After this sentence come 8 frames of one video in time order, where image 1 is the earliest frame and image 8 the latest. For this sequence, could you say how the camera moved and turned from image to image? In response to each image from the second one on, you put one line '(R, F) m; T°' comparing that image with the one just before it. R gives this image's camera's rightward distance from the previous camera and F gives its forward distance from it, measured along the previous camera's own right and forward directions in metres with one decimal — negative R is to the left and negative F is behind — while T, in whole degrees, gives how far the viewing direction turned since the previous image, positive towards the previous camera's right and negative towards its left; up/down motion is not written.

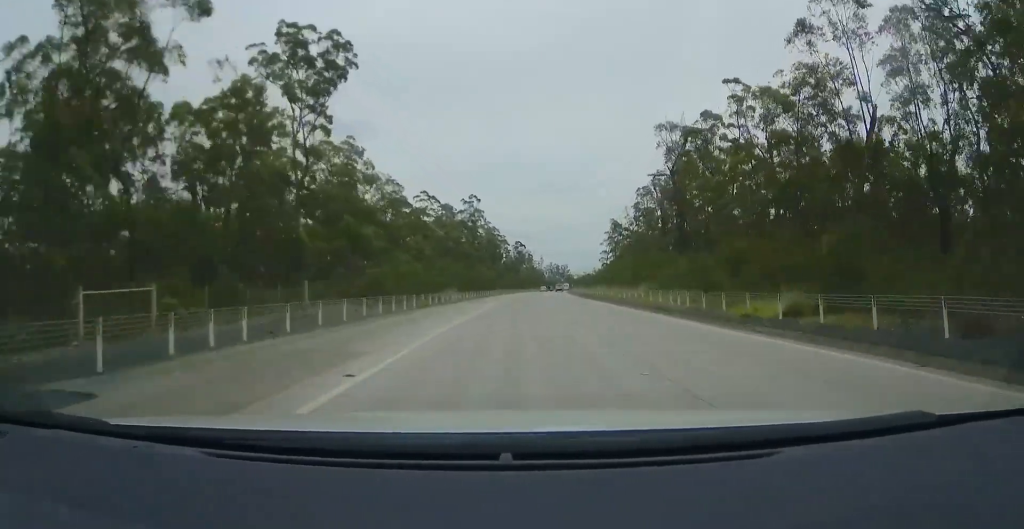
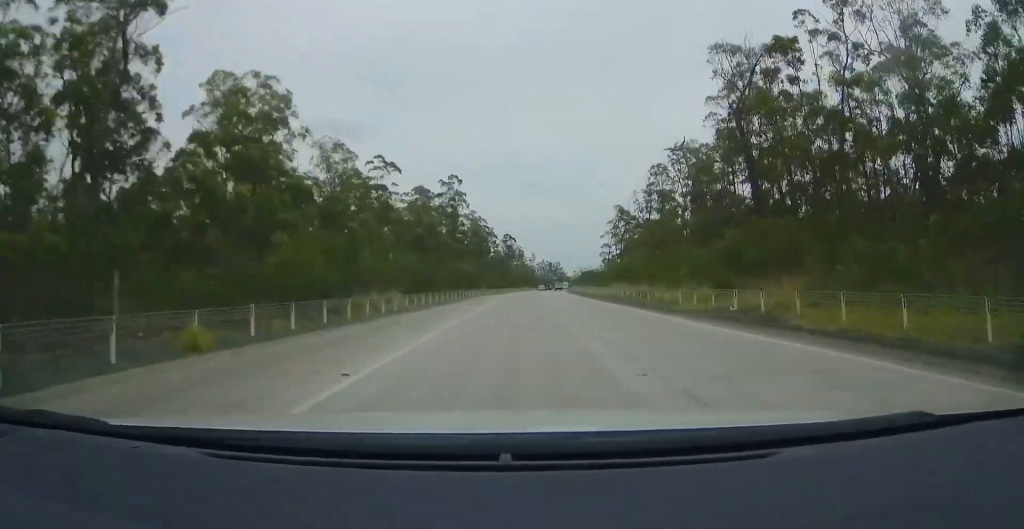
(+0.3, +24.4) m; 0°
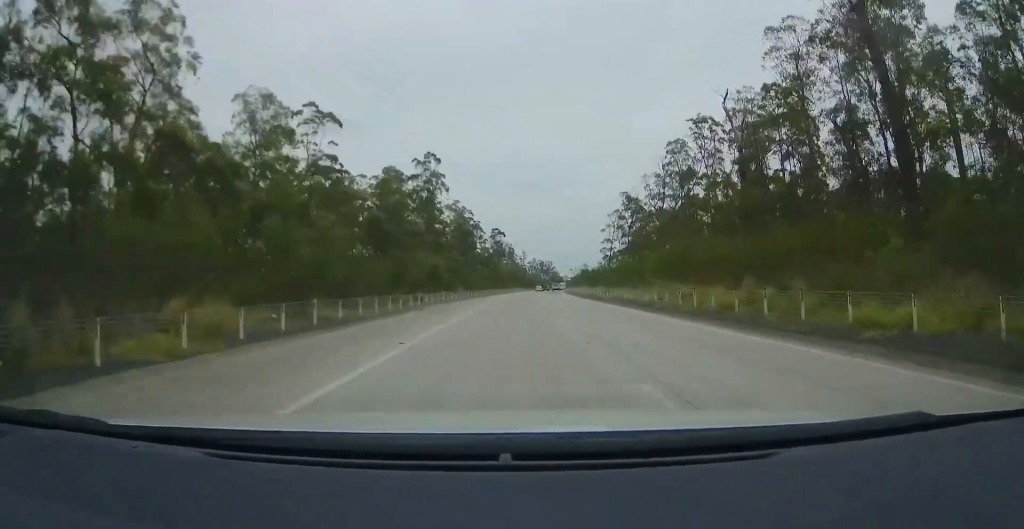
(+0.1, +20.9) m; 0°
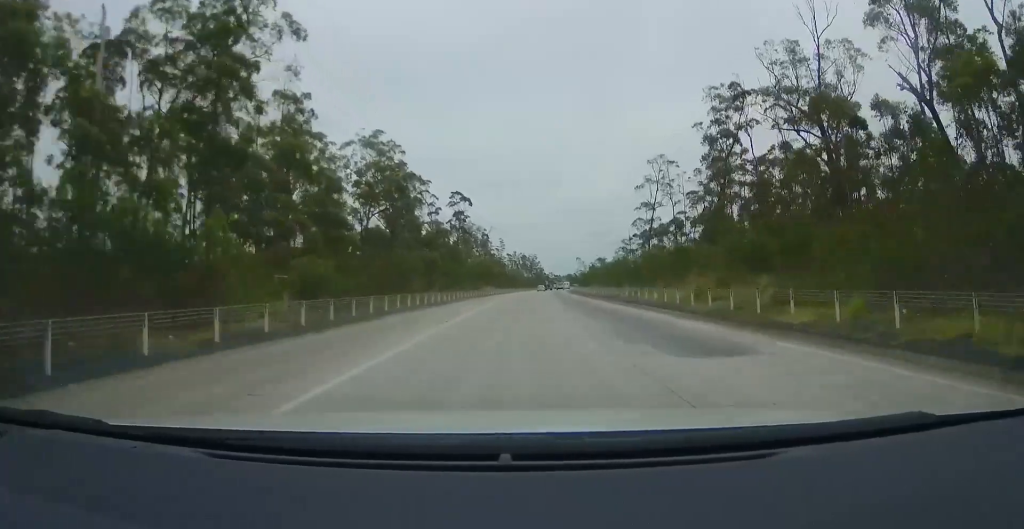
(+0.9, +66.4) m; +2°
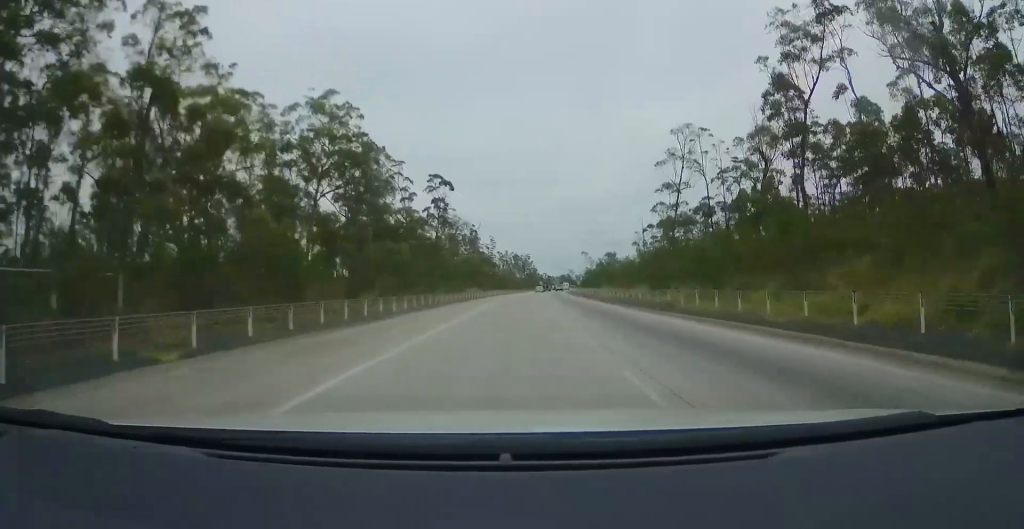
(-0.1, +18.1) m; 0°
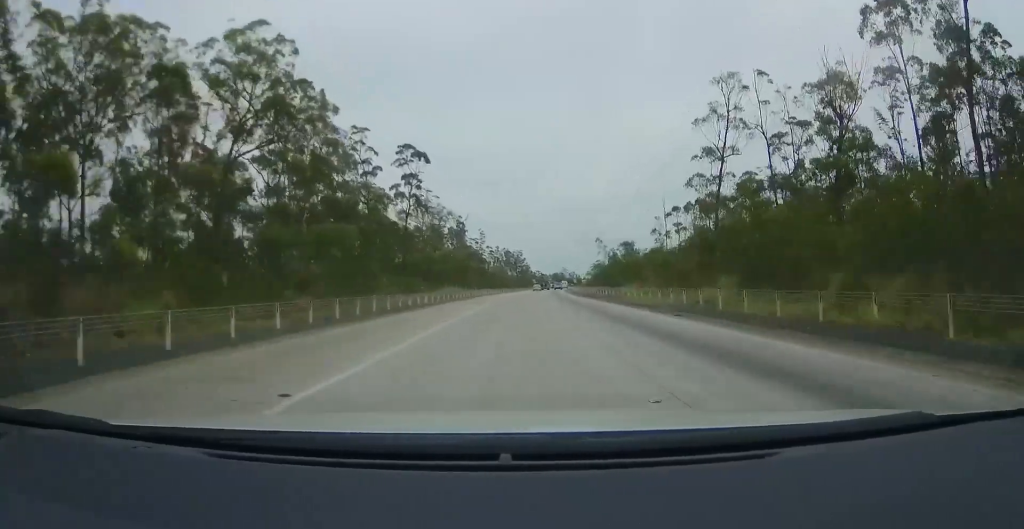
(0.0, +18.1) m; 0°
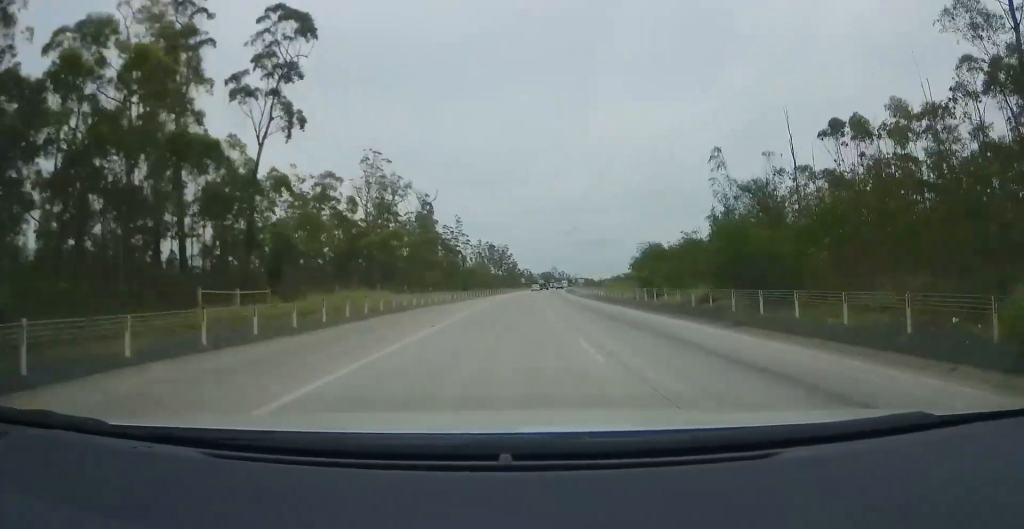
(+0.5, +38.6) m; +2°
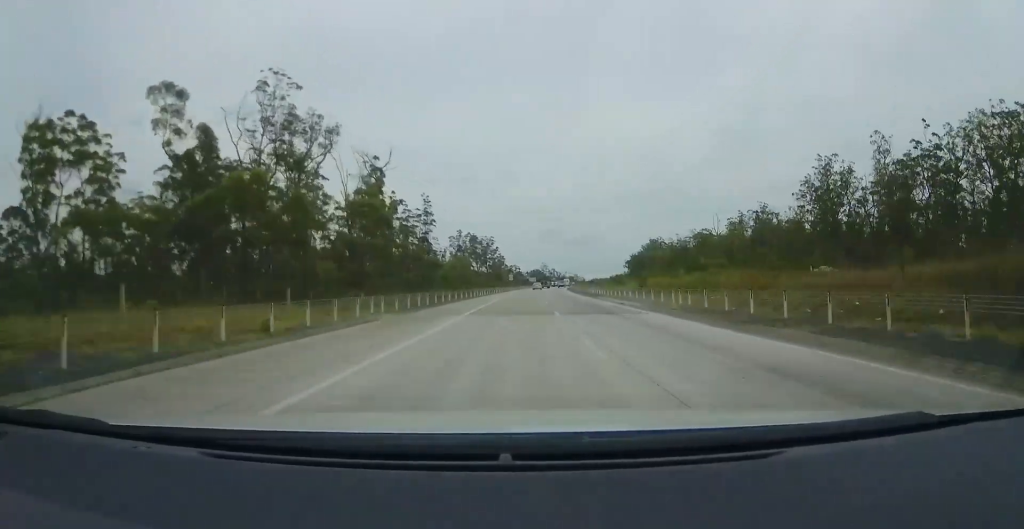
(+0.6, +36.2) m; +1°
